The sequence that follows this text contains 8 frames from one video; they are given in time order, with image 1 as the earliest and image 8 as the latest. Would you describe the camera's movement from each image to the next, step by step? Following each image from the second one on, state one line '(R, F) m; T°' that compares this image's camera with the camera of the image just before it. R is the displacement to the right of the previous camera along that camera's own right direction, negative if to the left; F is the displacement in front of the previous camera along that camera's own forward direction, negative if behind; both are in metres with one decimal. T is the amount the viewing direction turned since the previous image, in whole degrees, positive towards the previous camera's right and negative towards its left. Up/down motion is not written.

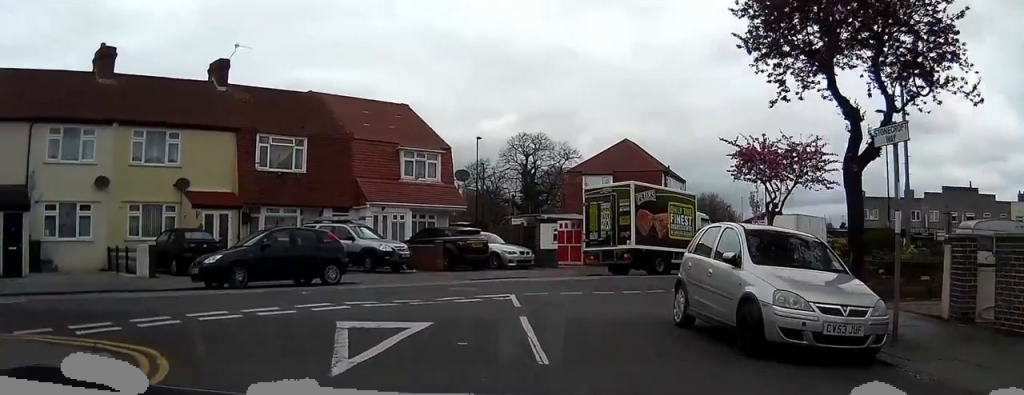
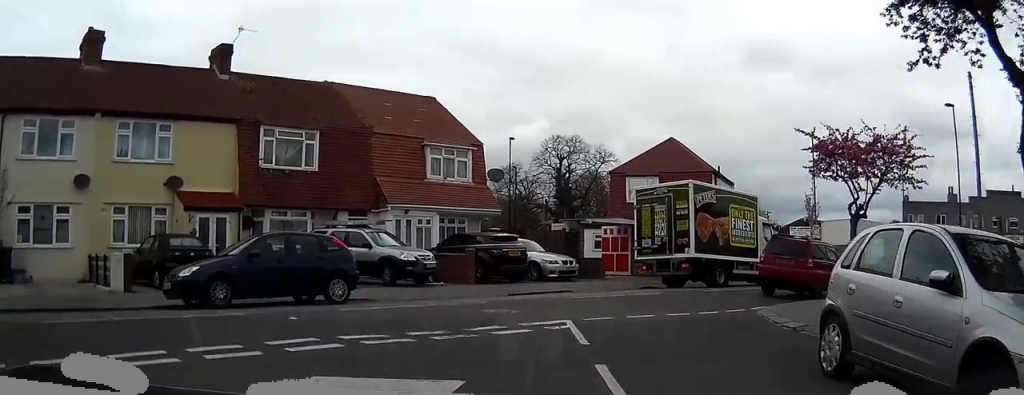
(0.0, +3.9) m; 0°
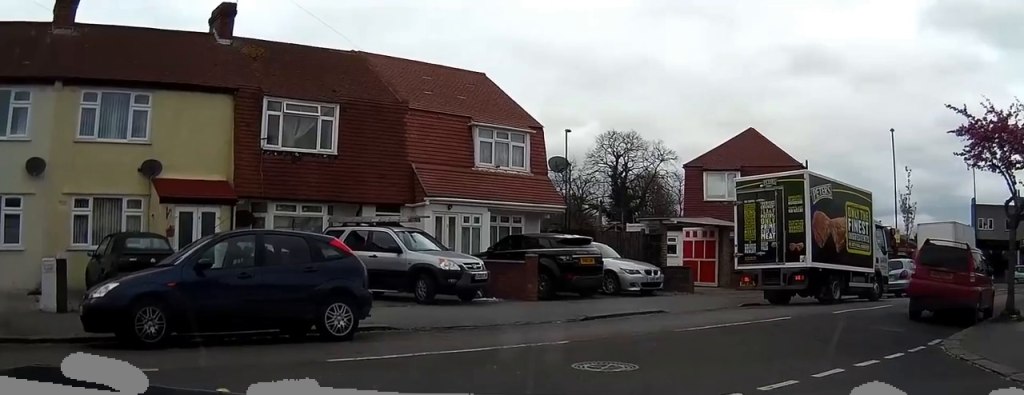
(+0.1, +5.7) m; +6°
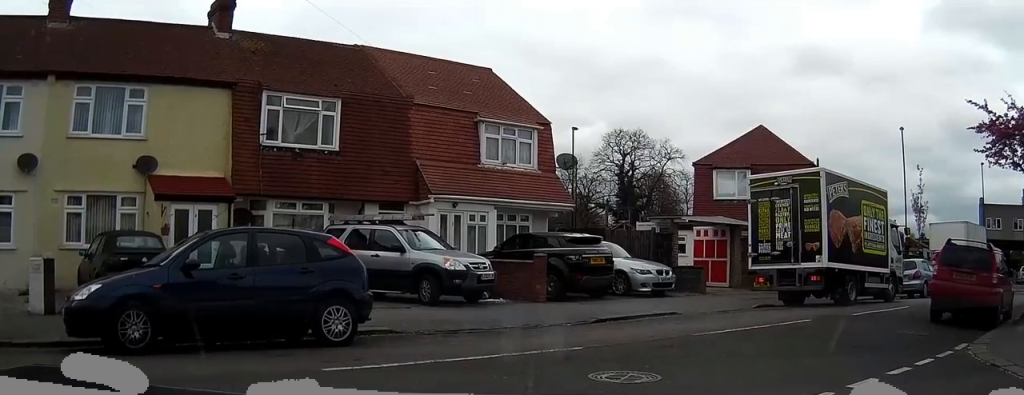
(0.0, +0.9) m; +1°
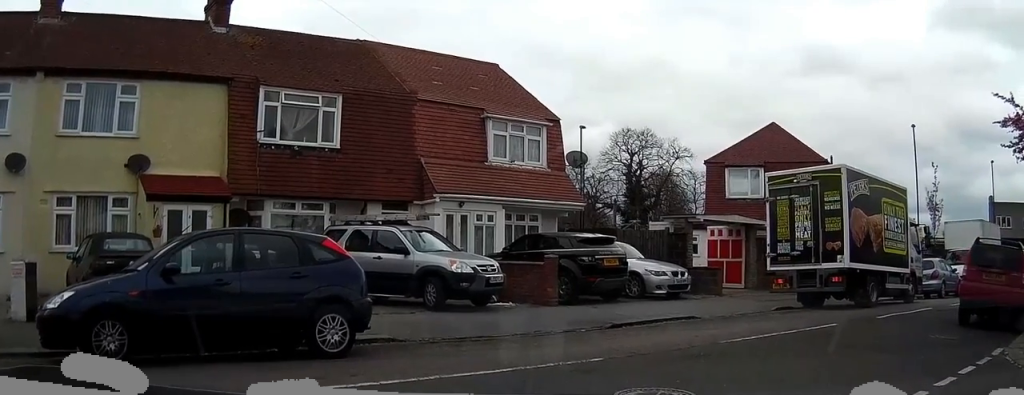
(+0.1, +1.0) m; 0°
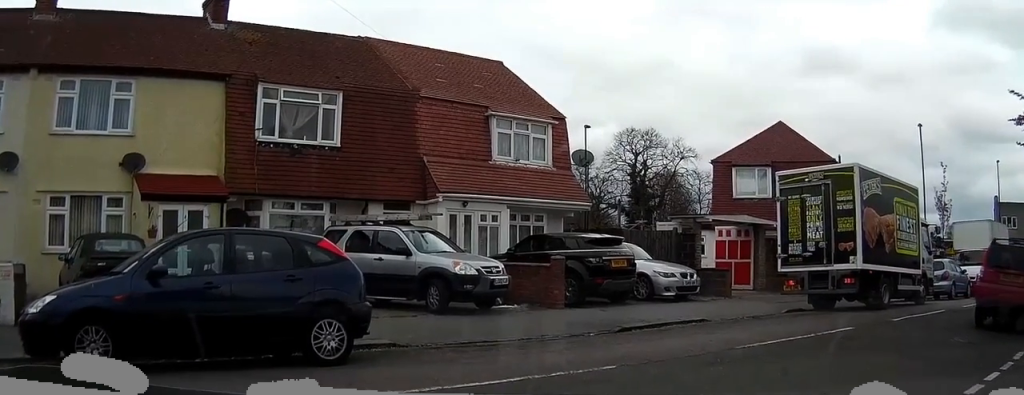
(0.0, +0.5) m; 0°
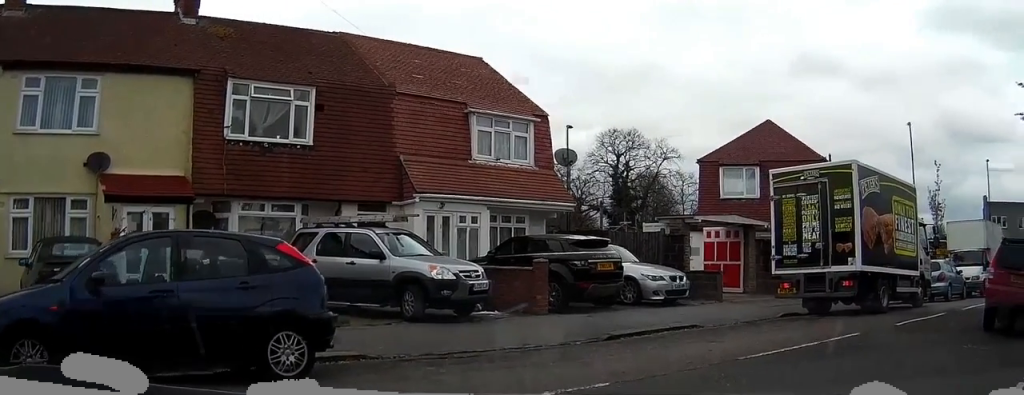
(0.0, +0.9) m; 0°
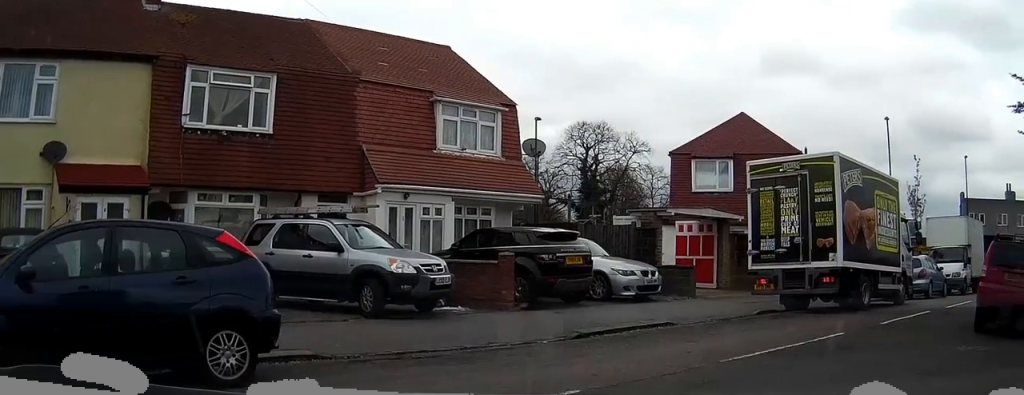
(-0.2, +0.4) m; +1°
